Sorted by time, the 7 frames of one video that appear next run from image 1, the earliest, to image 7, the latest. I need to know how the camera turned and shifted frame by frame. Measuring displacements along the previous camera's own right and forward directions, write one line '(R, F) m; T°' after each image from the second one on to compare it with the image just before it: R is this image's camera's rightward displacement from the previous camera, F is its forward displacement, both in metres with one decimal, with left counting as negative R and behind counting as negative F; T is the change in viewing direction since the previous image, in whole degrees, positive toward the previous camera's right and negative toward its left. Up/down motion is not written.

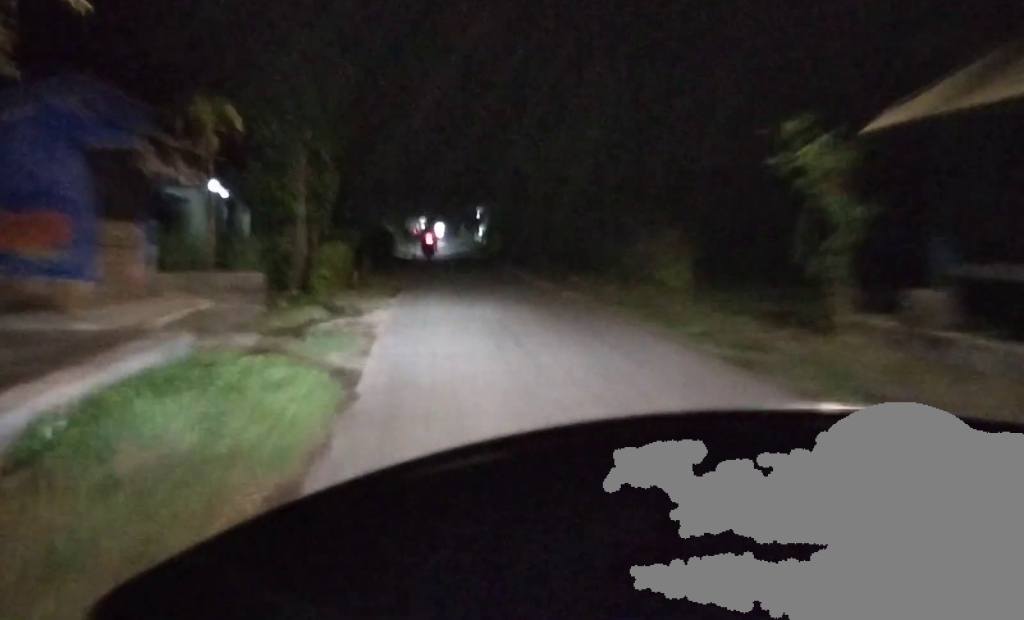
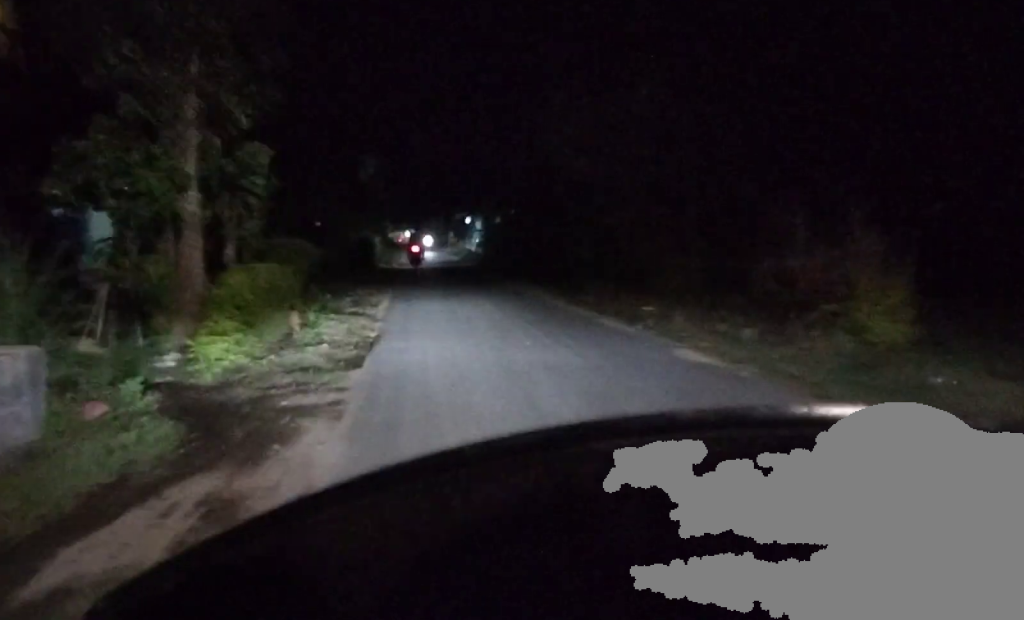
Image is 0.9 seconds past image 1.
(+0.1, +7.7) m; +1°
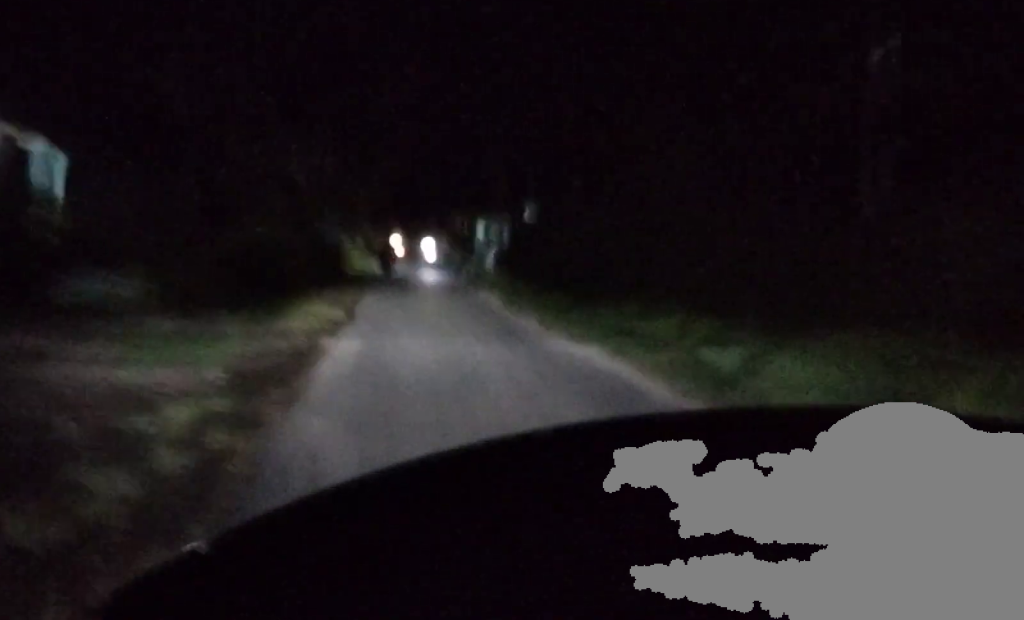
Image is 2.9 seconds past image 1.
(0.0, +15.2) m; 0°
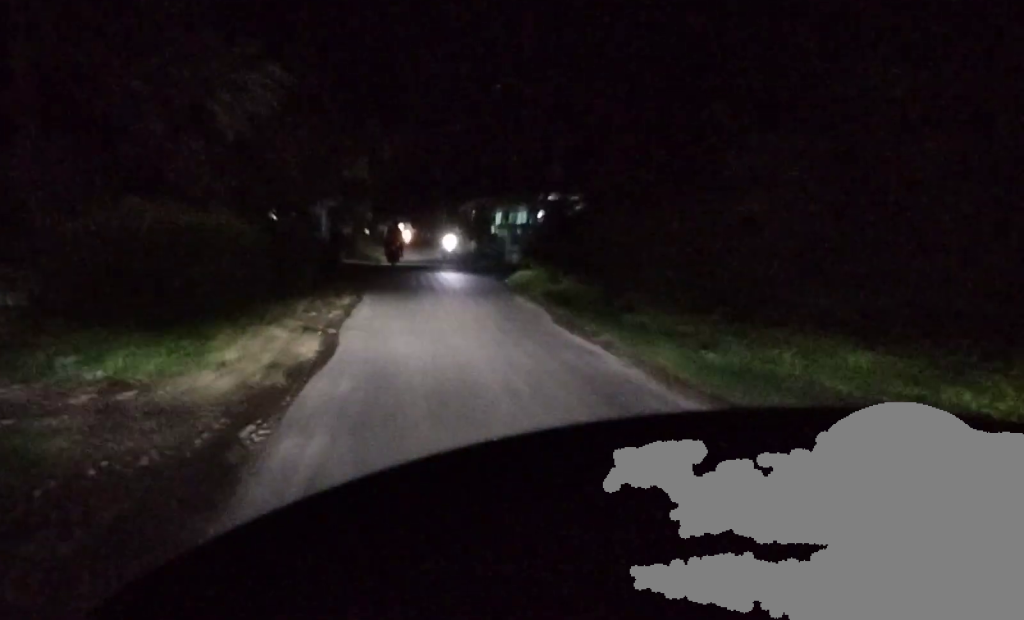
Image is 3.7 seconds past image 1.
(0.0, +5.5) m; 0°
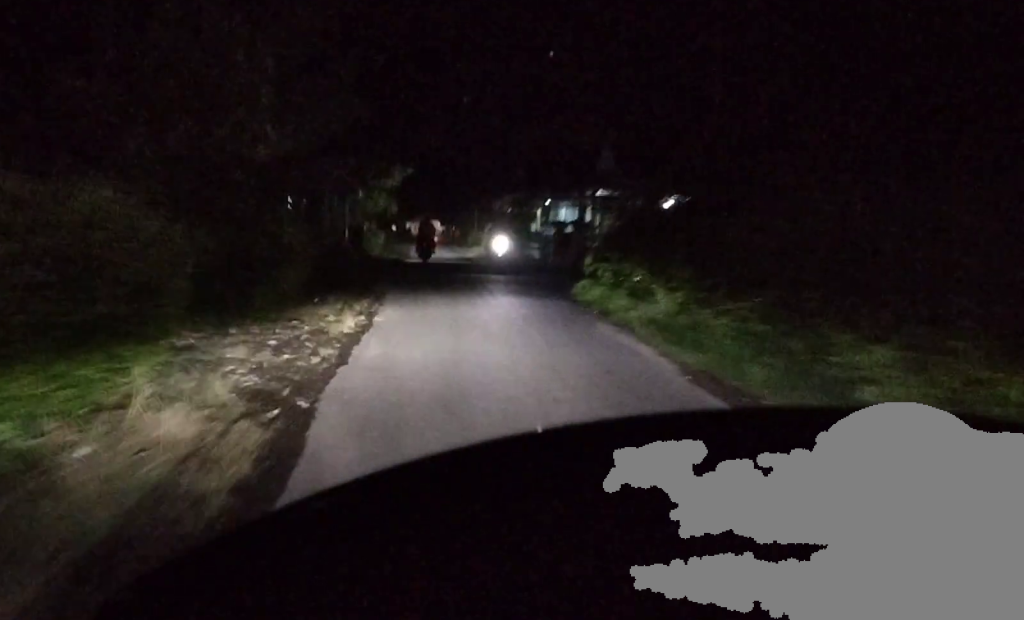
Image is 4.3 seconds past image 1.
(0.0, +4.9) m; 0°
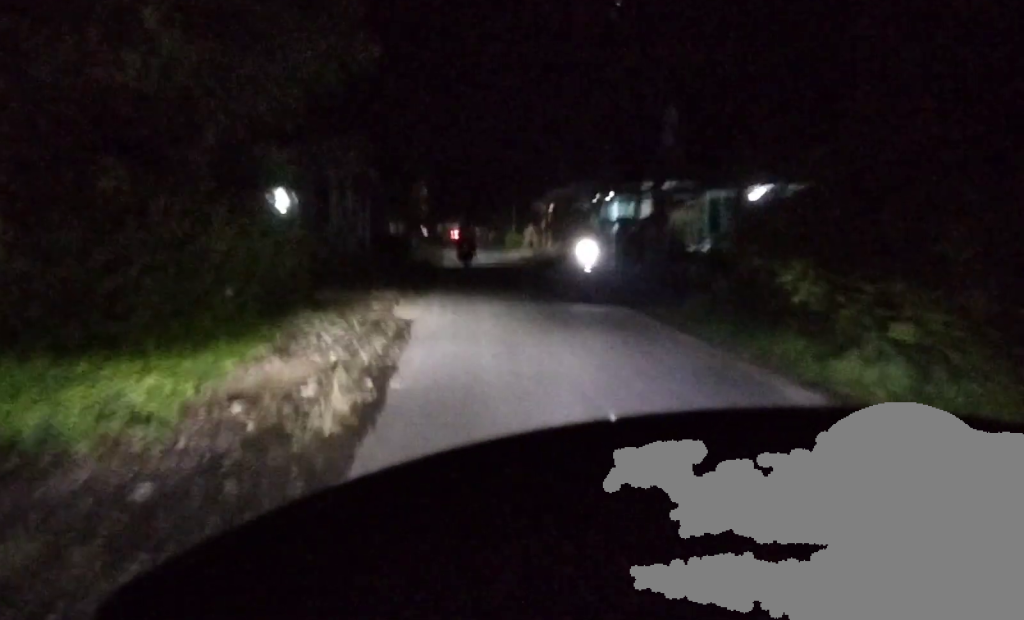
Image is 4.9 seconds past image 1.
(0.0, +5.6) m; 0°
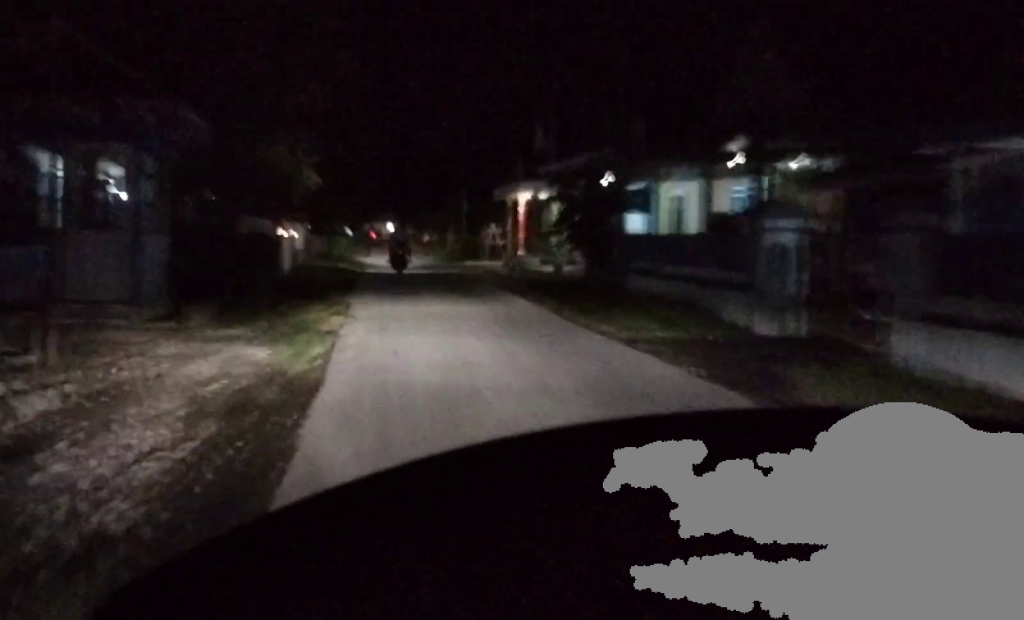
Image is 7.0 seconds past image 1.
(+0.1, +19.3) m; -1°
